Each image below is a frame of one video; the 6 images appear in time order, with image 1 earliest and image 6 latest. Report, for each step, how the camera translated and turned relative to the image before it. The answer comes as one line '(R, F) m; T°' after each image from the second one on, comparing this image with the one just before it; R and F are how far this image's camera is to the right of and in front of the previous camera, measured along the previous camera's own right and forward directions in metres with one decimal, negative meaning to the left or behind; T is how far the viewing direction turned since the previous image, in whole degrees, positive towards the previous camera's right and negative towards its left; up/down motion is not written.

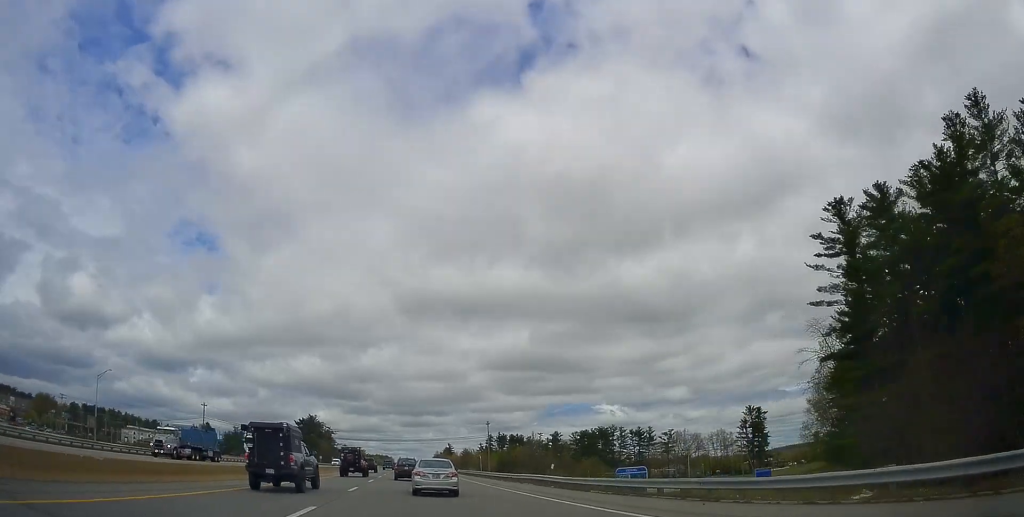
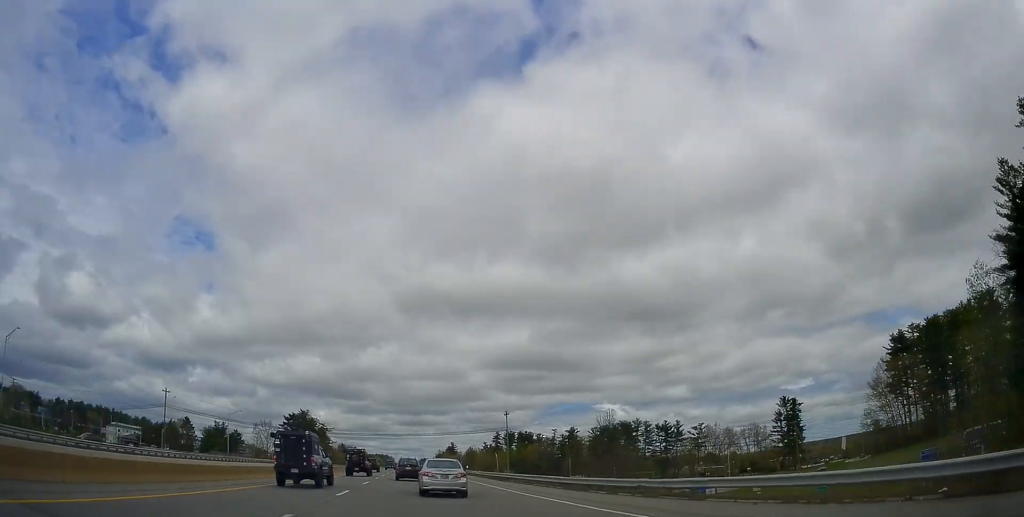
(0.0, +27.8) m; +1°
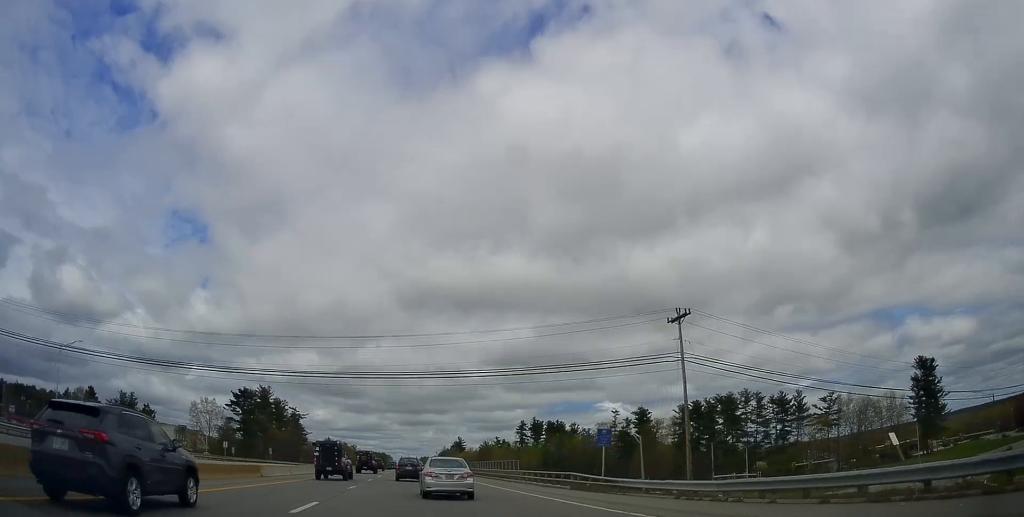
(+0.8, +80.1) m; 0°
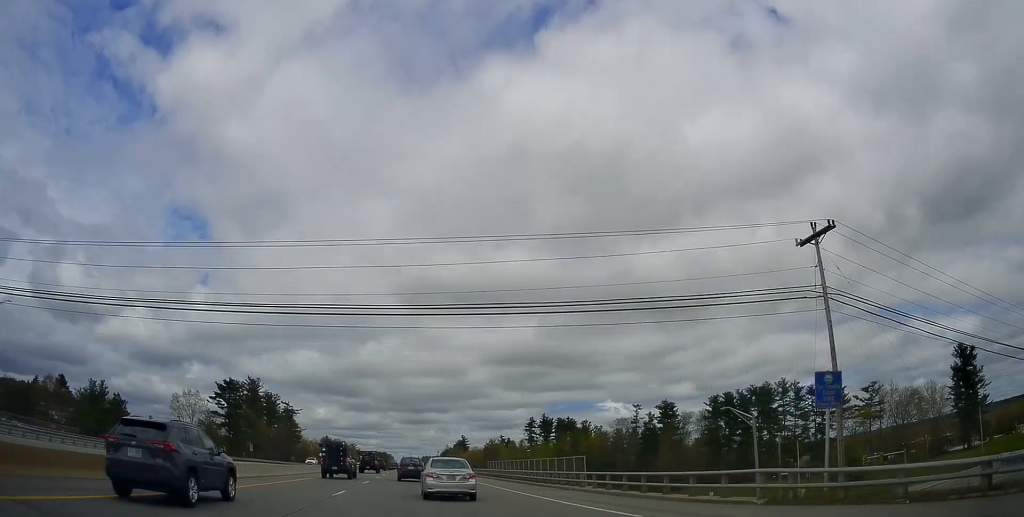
(-0.1, +17.4) m; 0°
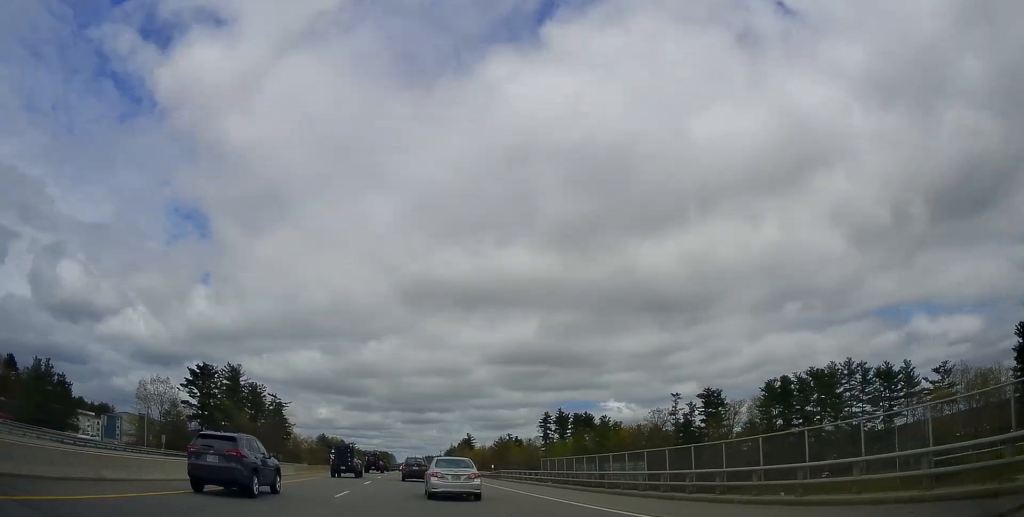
(+0.3, +25.5) m; 0°
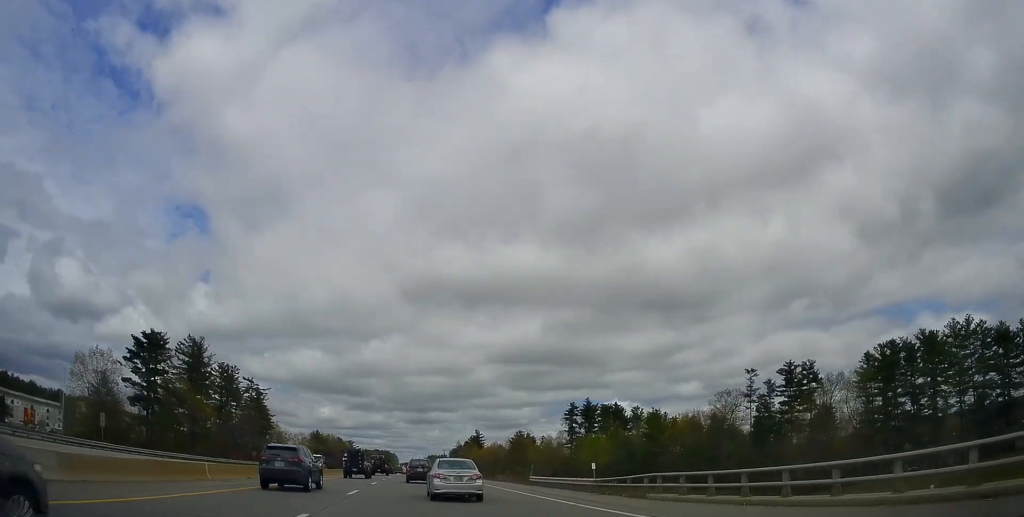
(-0.2, +35.2) m; 0°
